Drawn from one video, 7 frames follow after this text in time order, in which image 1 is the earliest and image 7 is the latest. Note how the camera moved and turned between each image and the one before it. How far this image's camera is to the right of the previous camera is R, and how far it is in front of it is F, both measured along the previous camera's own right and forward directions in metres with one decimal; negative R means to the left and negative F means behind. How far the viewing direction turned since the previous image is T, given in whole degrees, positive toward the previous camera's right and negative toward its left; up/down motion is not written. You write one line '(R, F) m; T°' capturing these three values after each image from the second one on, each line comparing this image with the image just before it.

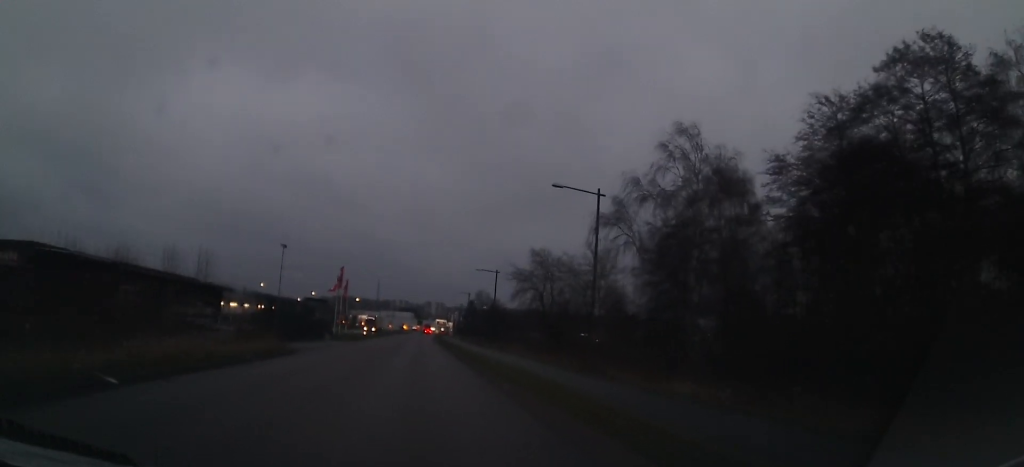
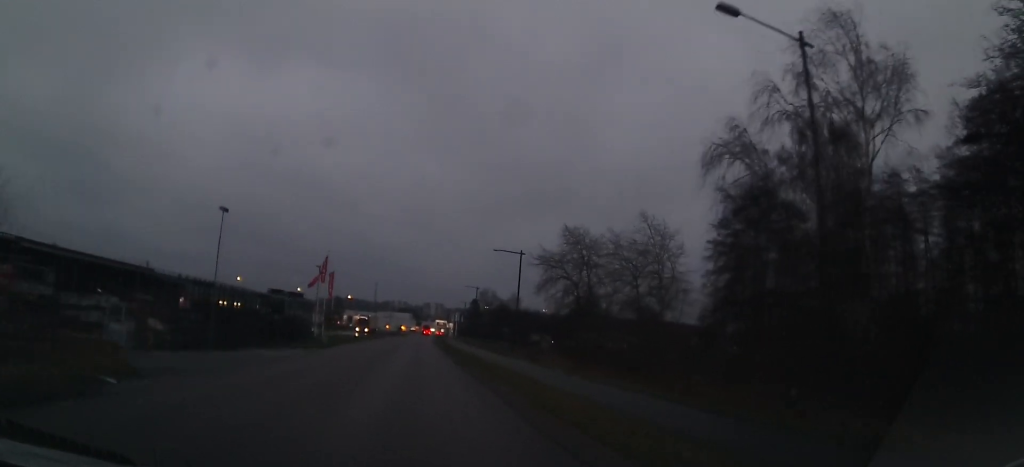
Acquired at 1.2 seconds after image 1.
(+0.1, +15.0) m; -1°
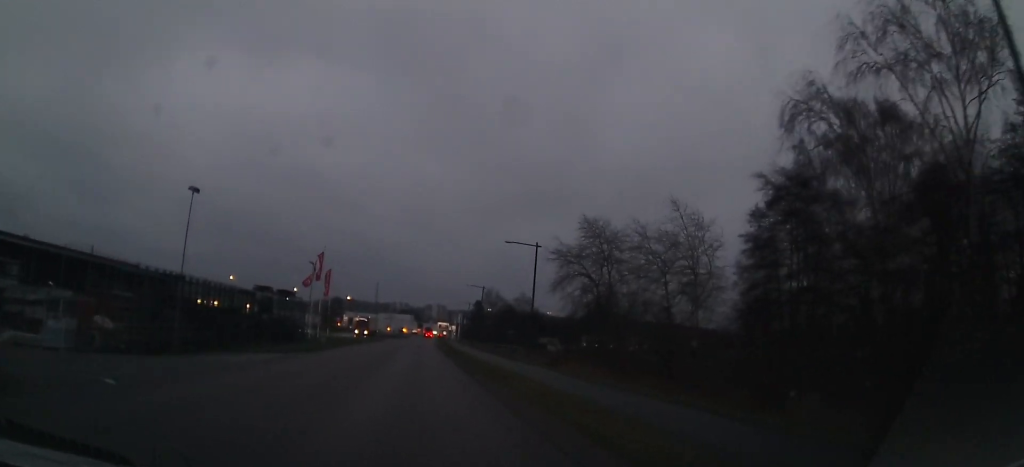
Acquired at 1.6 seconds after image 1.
(-0.1, +5.2) m; -1°
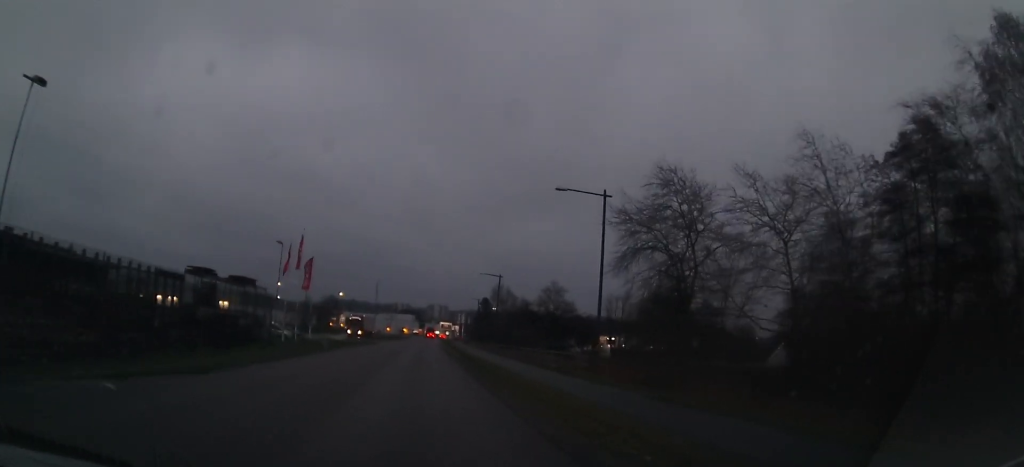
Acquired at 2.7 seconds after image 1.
(-0.3, +14.5) m; -2°
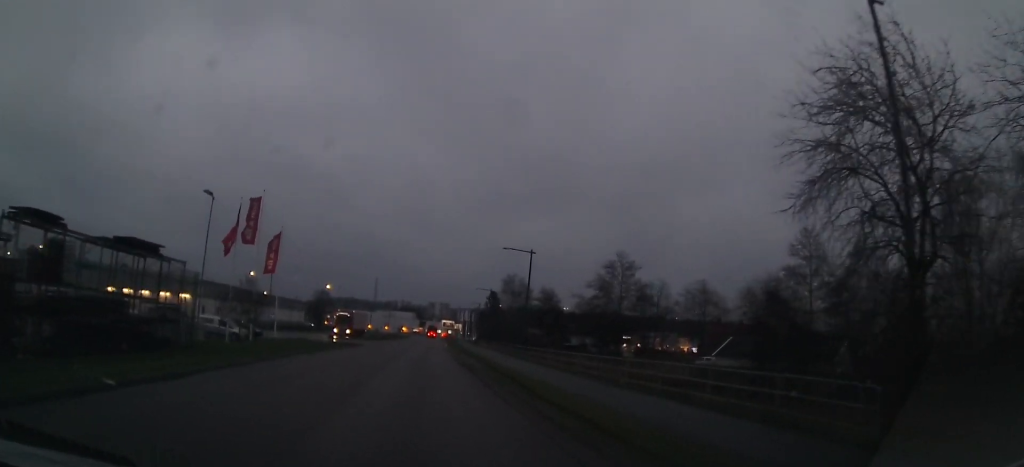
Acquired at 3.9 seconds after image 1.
(-0.5, +16.7) m; 0°
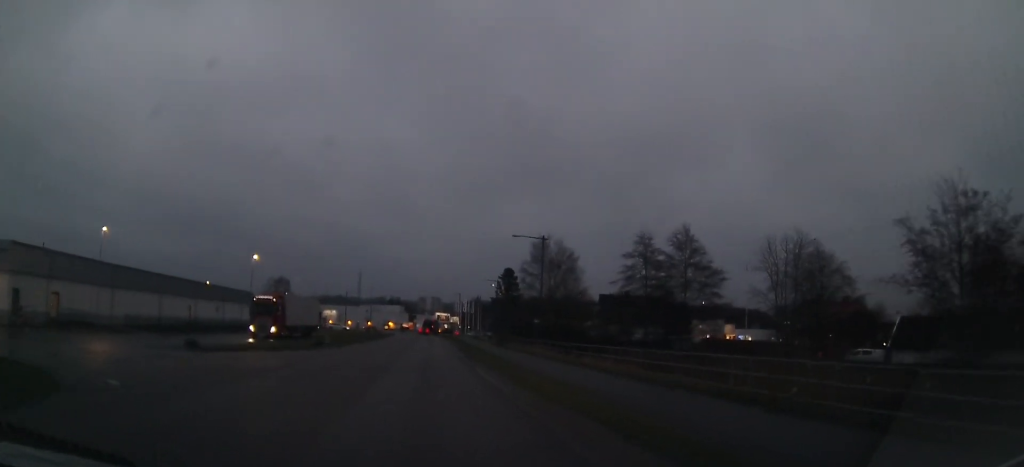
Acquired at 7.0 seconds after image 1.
(+0.2, +40.1) m; +2°
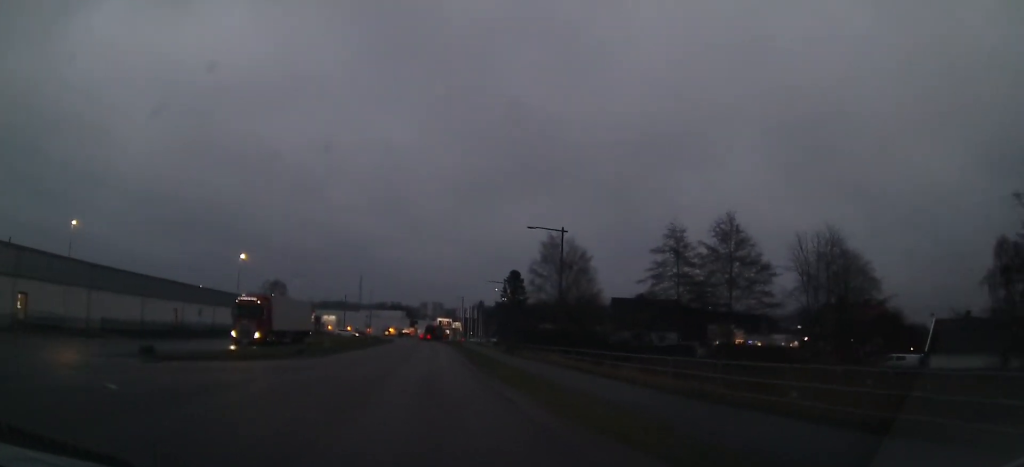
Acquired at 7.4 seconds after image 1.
(+0.1, +5.2) m; +1°
